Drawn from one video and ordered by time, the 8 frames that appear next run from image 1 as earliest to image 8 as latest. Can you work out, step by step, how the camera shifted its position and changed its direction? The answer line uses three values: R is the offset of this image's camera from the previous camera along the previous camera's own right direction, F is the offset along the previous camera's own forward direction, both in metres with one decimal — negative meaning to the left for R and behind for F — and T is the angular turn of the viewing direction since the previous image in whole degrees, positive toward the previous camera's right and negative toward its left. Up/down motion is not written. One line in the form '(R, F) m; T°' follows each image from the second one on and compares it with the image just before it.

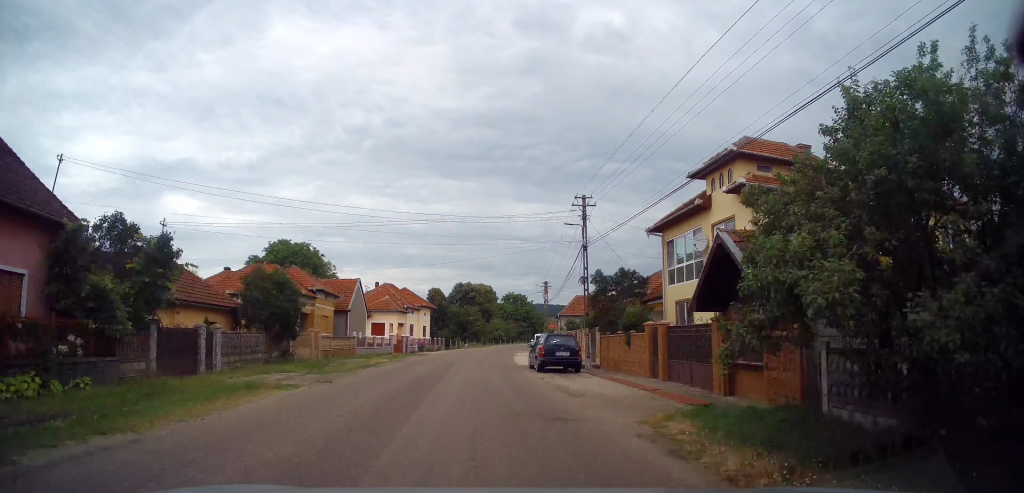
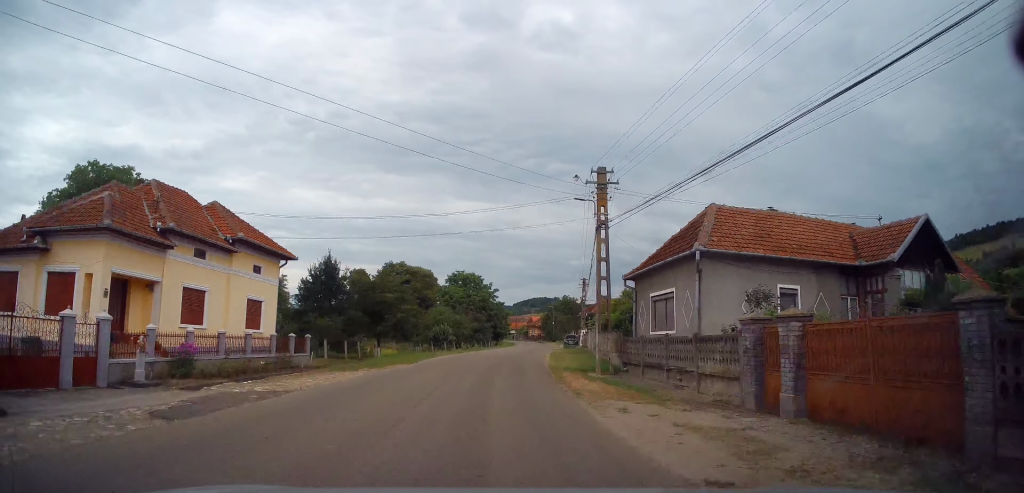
(+2.0, +43.7) m; +6°
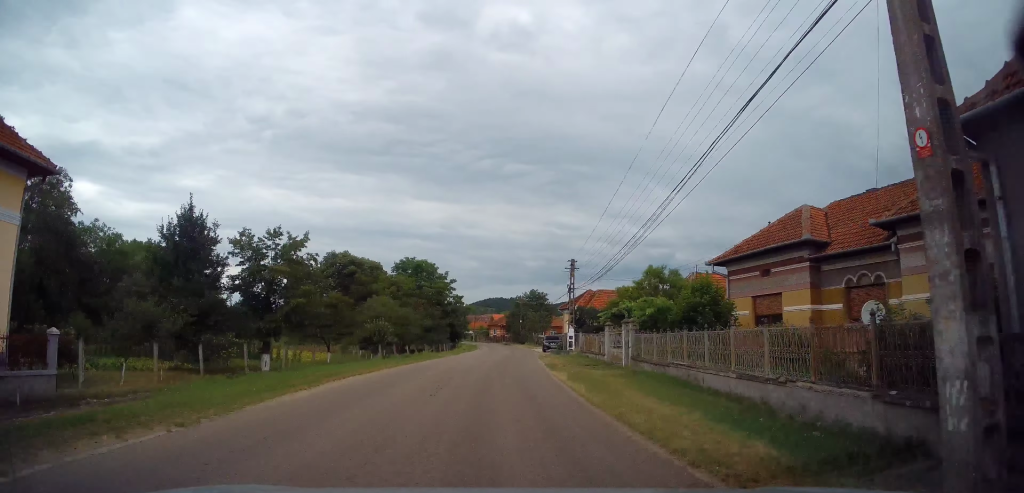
(+0.3, +16.2) m; +4°
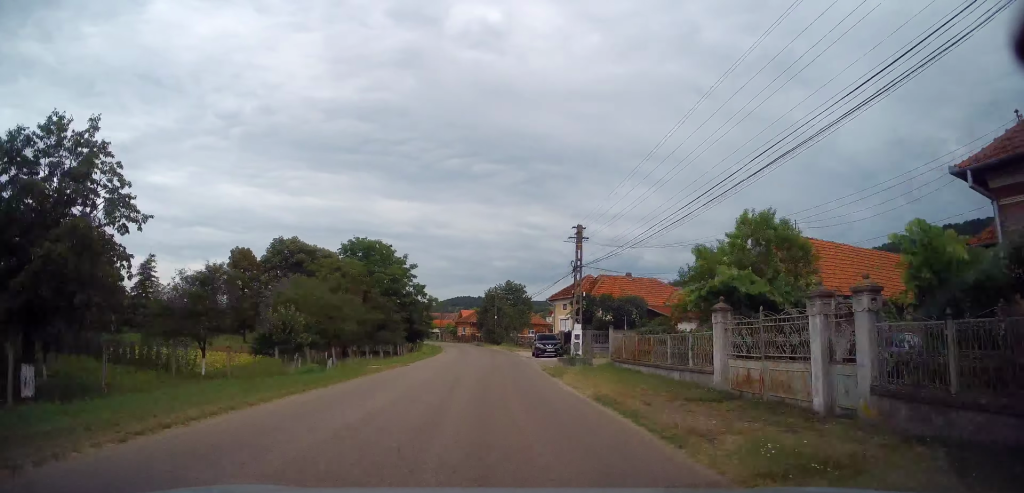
(+0.5, +14.5) m; +4°
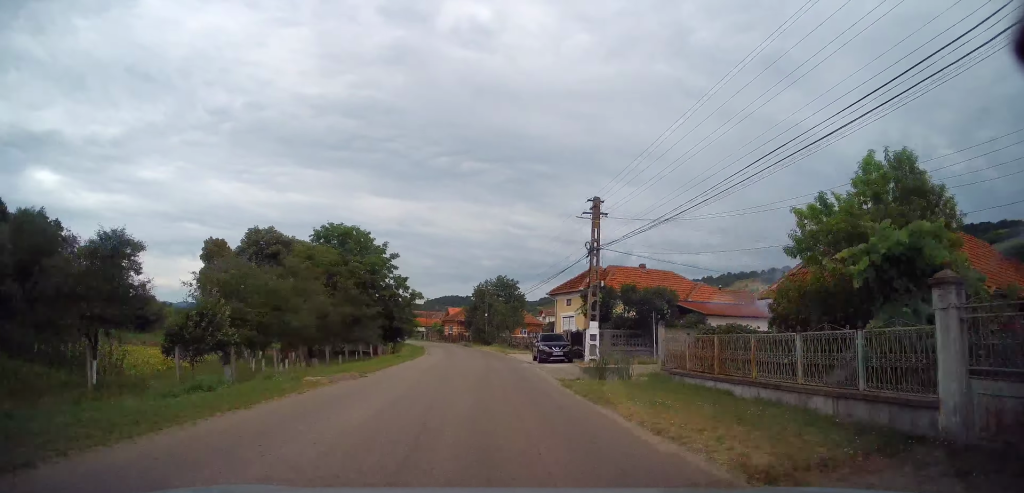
(+0.2, +6.9) m; +2°
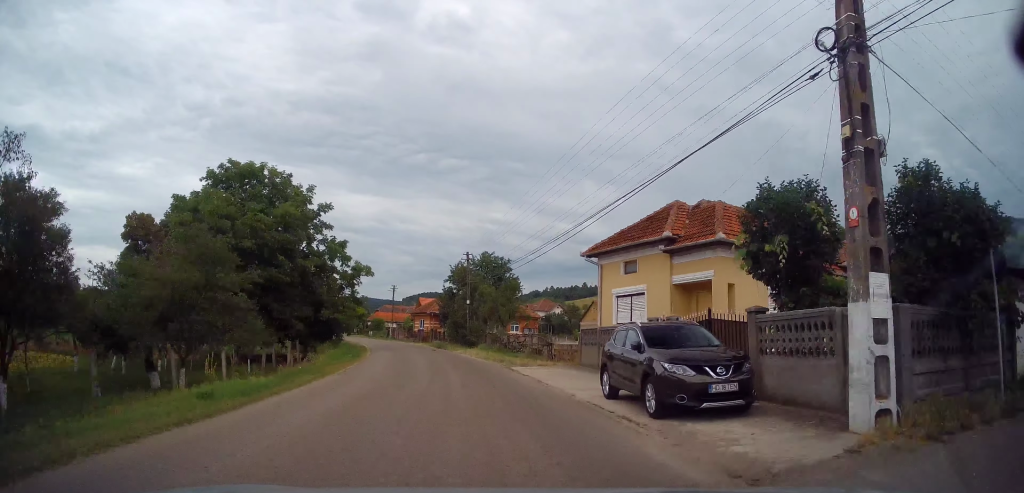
(+0.4, +19.7) m; +1°
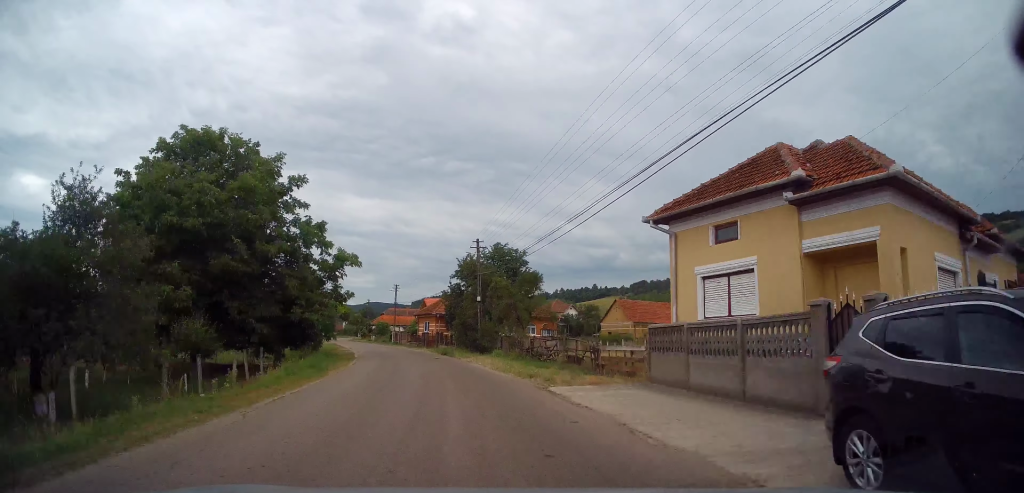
(-0.1, +7.5) m; -2°
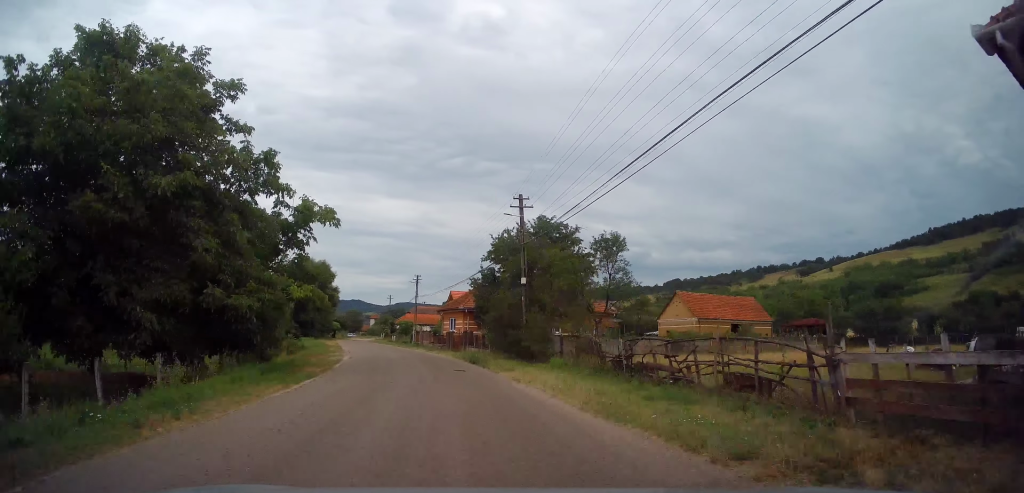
(0.0, +11.6) m; -3°
